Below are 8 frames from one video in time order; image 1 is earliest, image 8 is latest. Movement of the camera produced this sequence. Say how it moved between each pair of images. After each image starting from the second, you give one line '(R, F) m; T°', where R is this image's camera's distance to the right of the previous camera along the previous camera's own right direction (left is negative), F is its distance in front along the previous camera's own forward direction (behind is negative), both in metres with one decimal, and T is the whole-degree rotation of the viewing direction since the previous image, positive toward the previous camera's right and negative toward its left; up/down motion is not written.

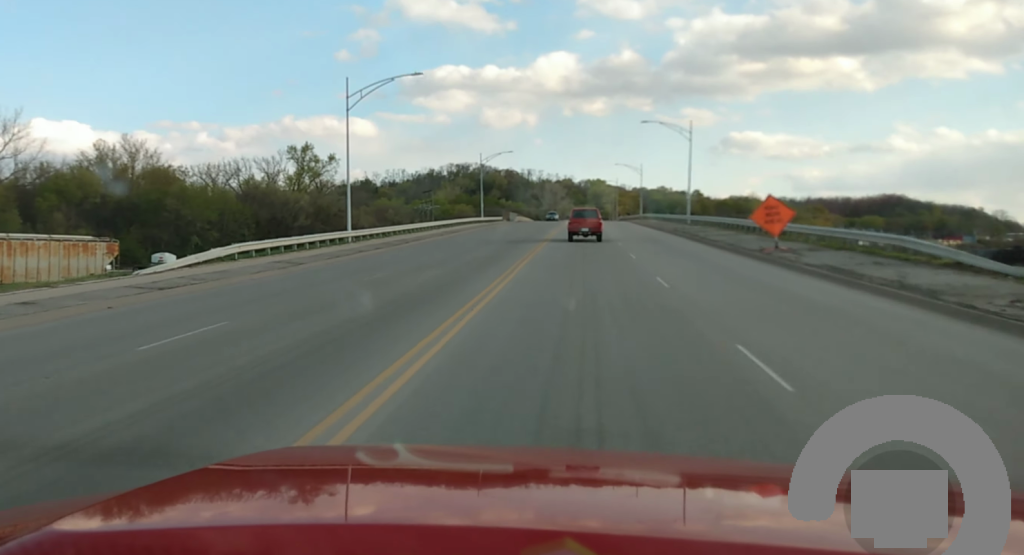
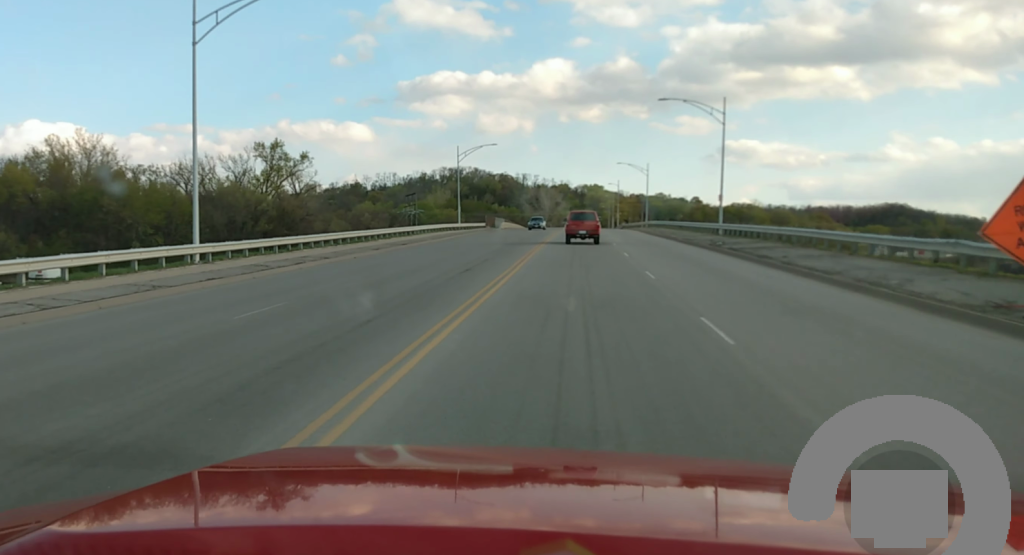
(+0.1, +21.4) m; -1°
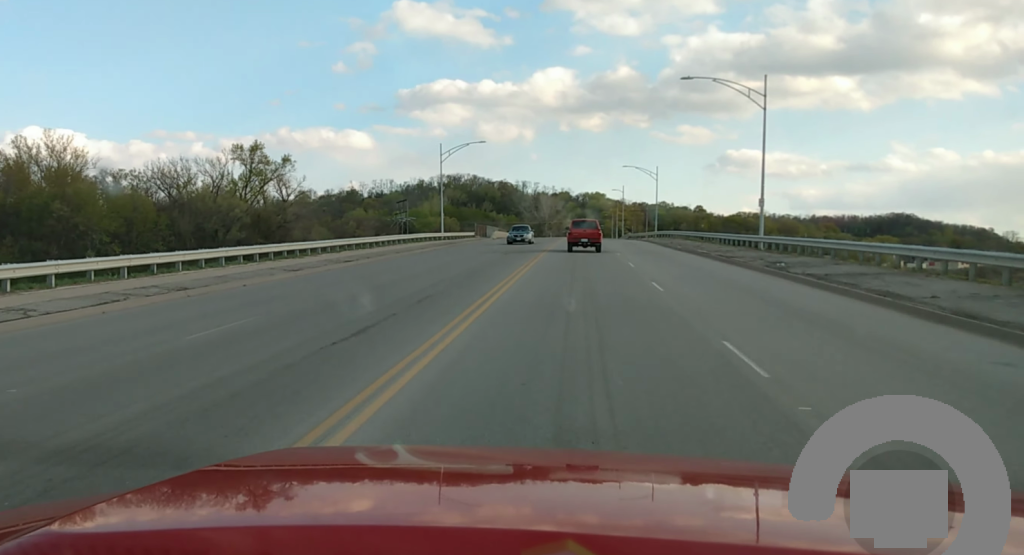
(-0.3, +14.3) m; 0°
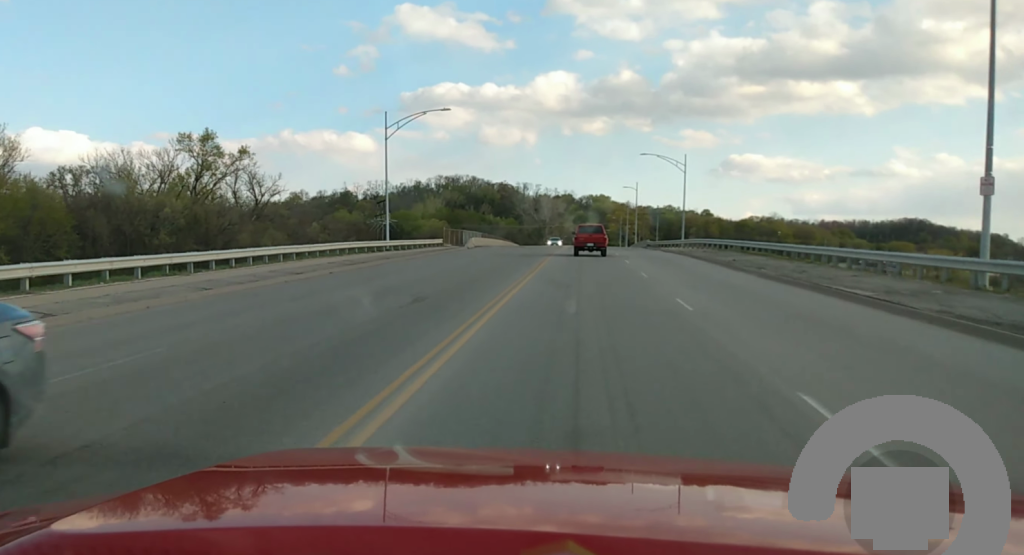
(+1.1, +28.2) m; +2°
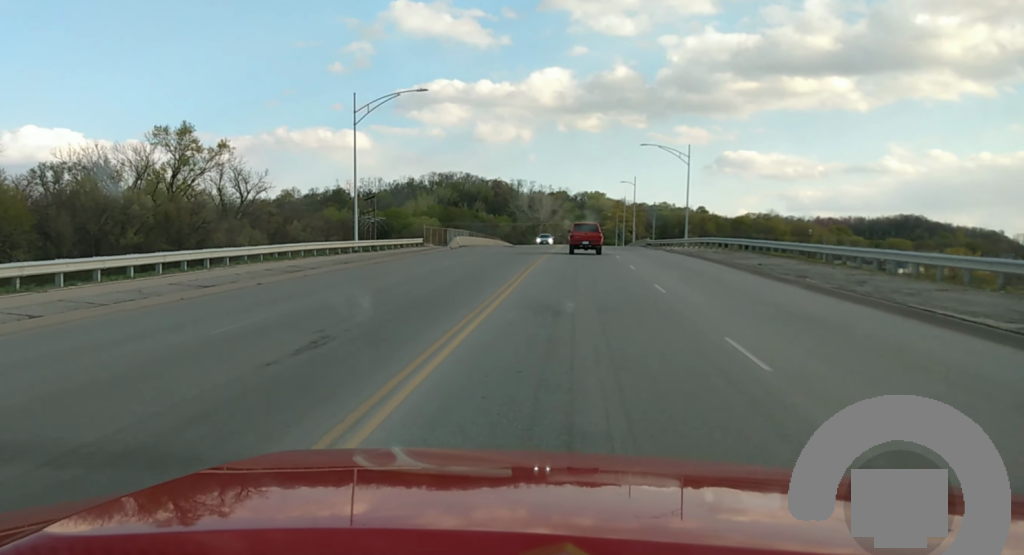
(0.0, +7.5) m; -1°
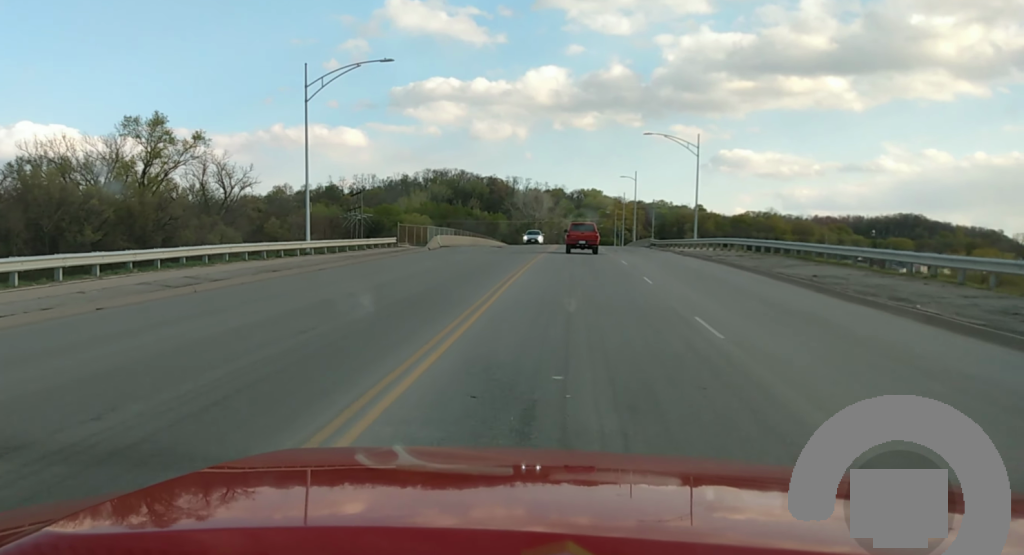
(-0.2, +9.0) m; 0°
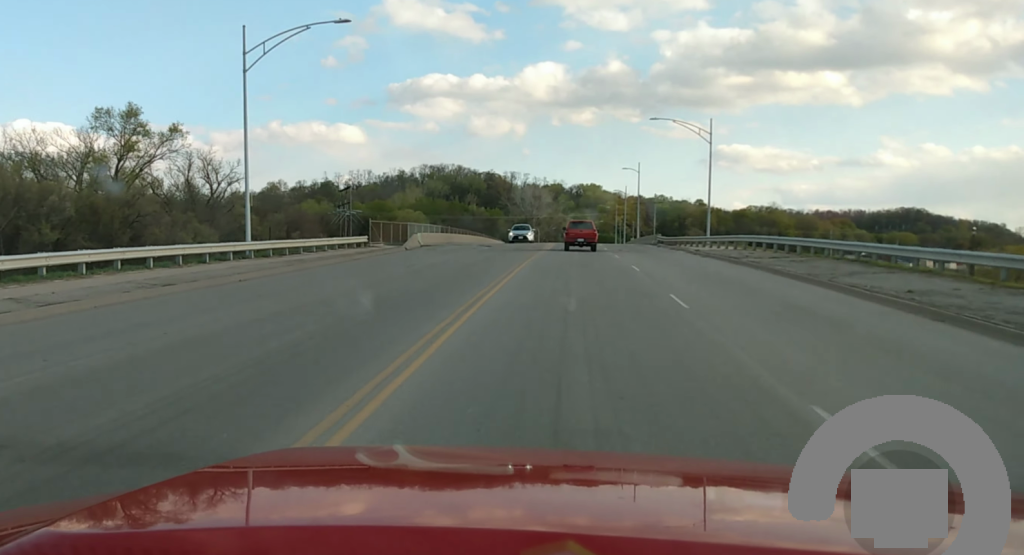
(-0.2, +8.0) m; 0°
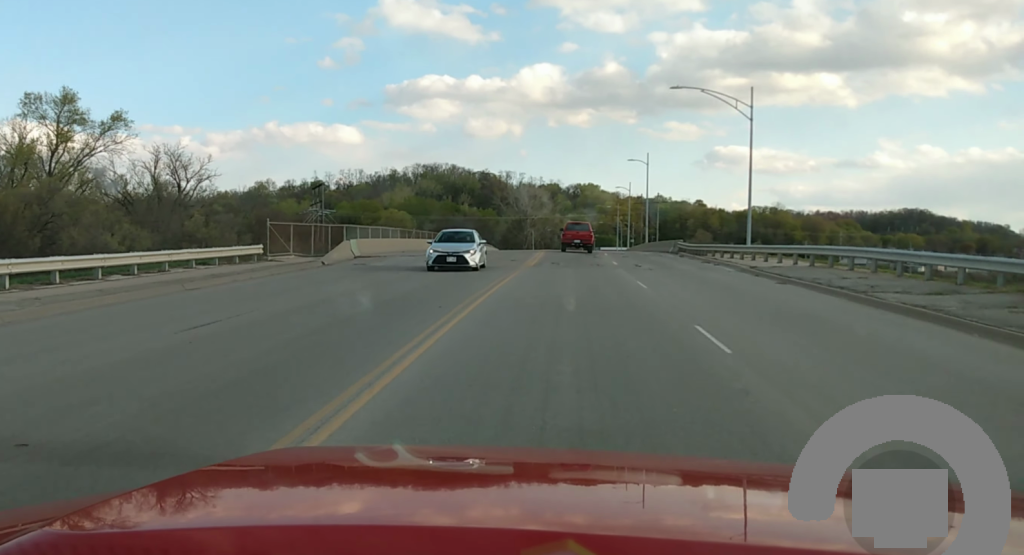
(+0.2, +17.7) m; -1°
